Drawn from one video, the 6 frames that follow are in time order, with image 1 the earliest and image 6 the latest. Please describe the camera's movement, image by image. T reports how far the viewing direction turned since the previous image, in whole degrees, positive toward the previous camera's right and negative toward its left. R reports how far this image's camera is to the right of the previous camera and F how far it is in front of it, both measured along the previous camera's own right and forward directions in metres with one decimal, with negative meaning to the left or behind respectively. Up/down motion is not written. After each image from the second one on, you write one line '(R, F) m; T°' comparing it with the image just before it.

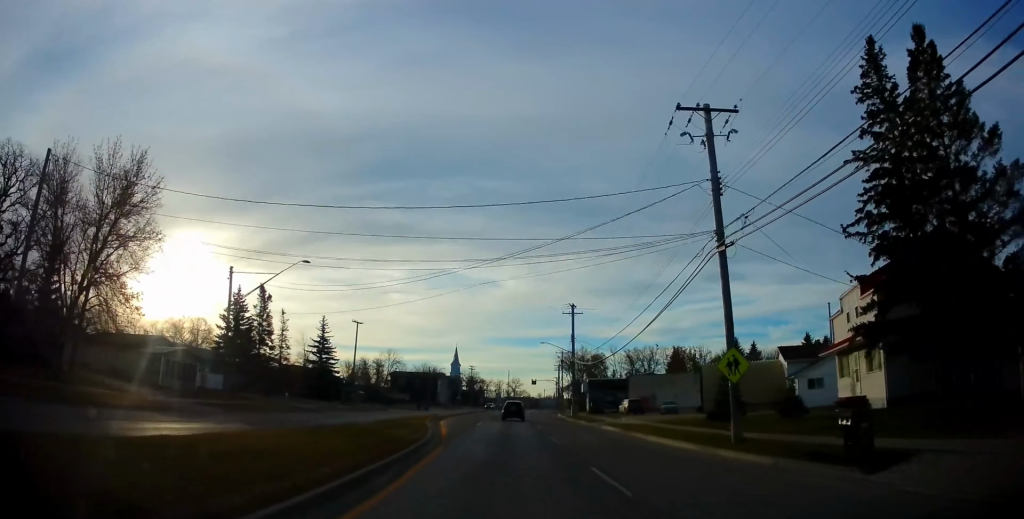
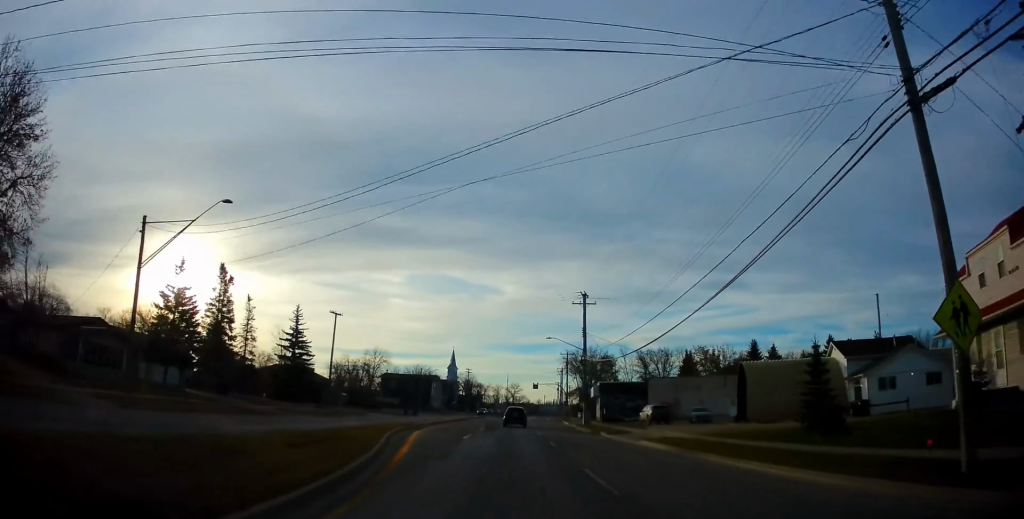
(0.0, +10.8) m; 0°
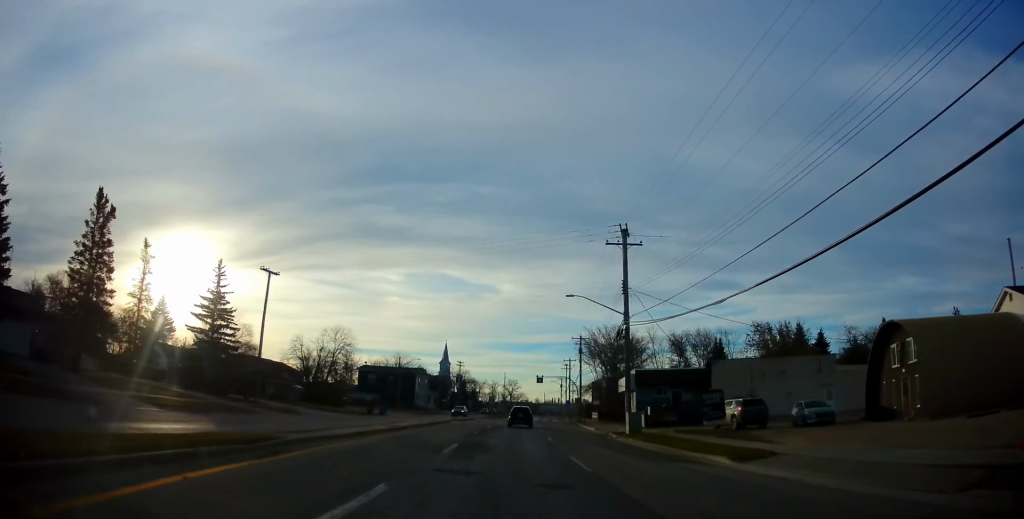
(+0.2, +21.7) m; +1°
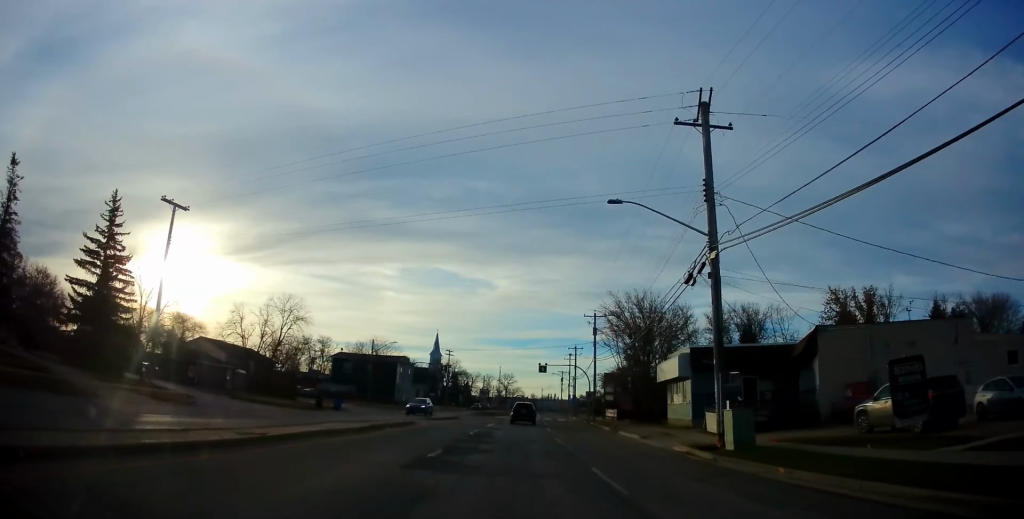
(+0.1, +16.7) m; 0°
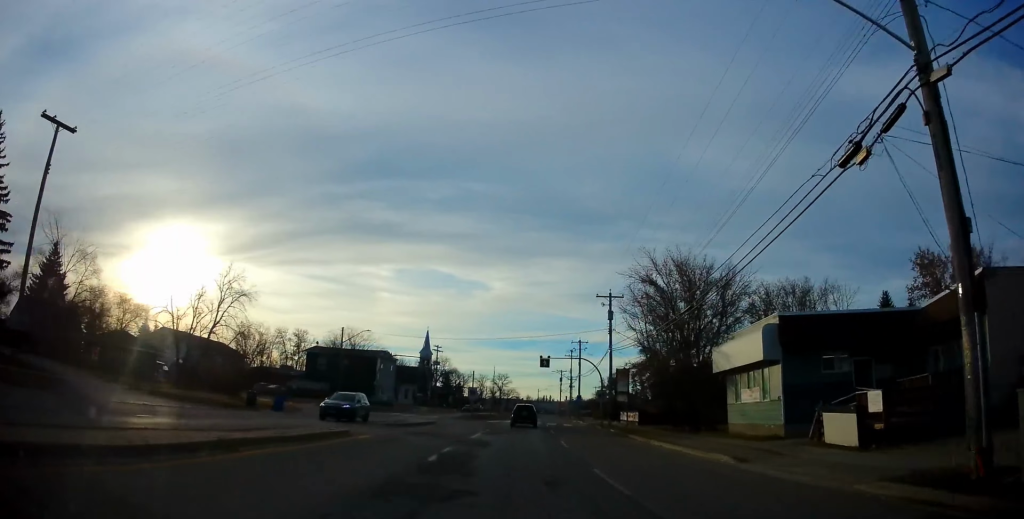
(0.0, +12.4) m; +1°
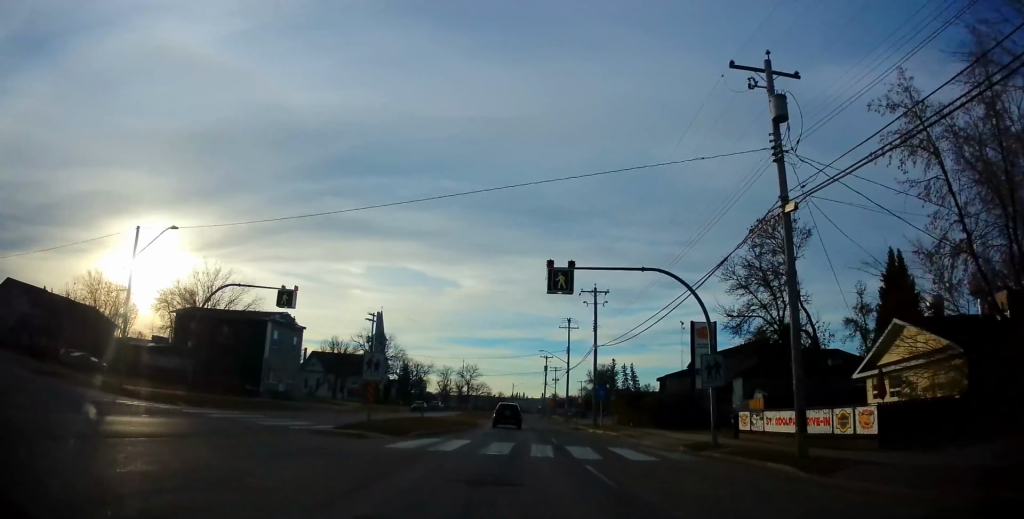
(+1.0, +35.5) m; +2°
